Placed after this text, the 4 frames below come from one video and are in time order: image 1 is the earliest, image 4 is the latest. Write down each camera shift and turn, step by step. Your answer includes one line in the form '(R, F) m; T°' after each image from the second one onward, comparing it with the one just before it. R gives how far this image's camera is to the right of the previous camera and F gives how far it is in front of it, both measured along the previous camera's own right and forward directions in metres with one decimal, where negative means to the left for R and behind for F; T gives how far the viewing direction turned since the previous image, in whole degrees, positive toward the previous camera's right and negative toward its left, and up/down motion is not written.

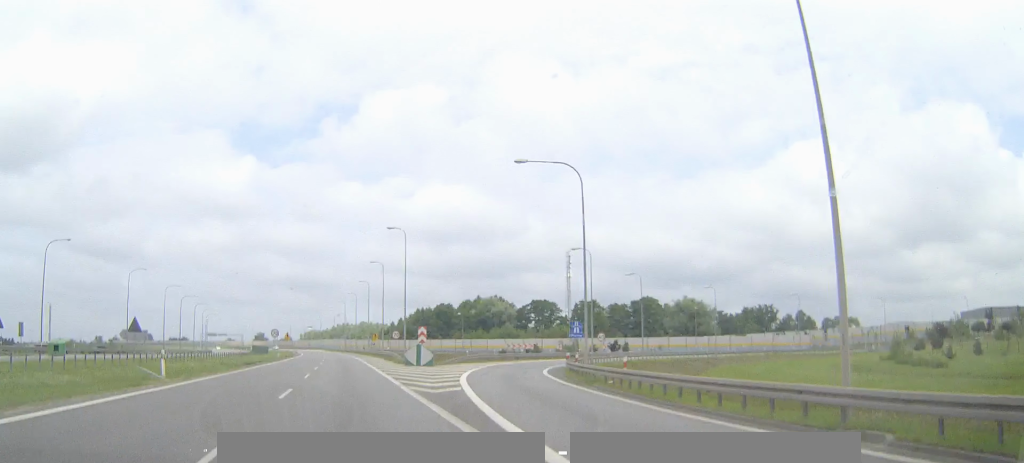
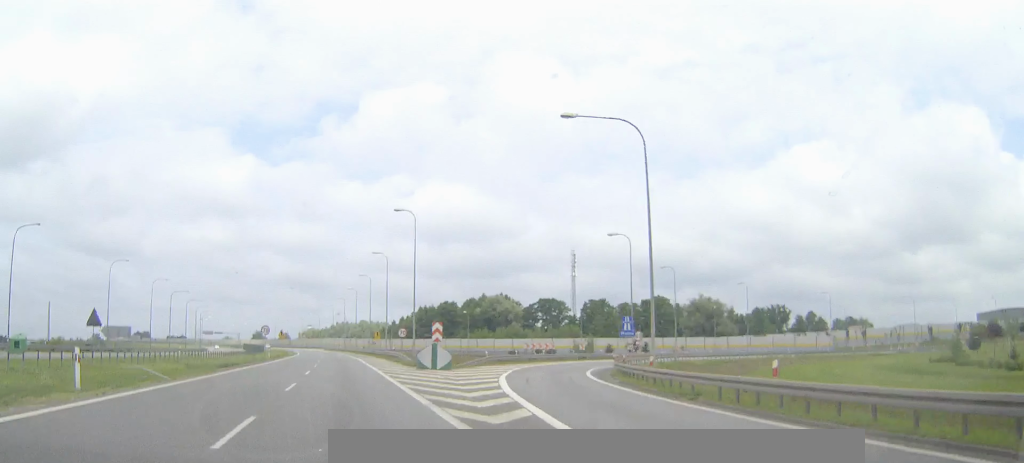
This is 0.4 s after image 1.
(0.0, +8.7) m; 0°
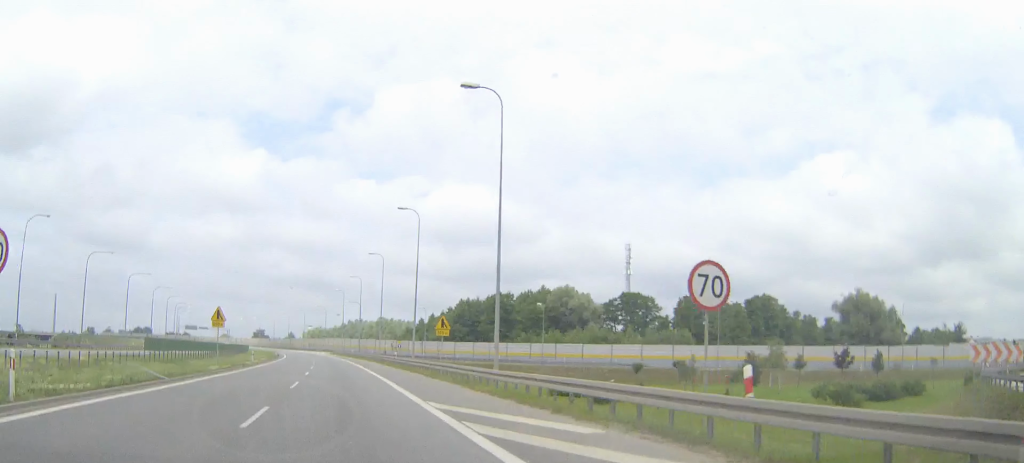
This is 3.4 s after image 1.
(-0.3, +57.4) m; -1°
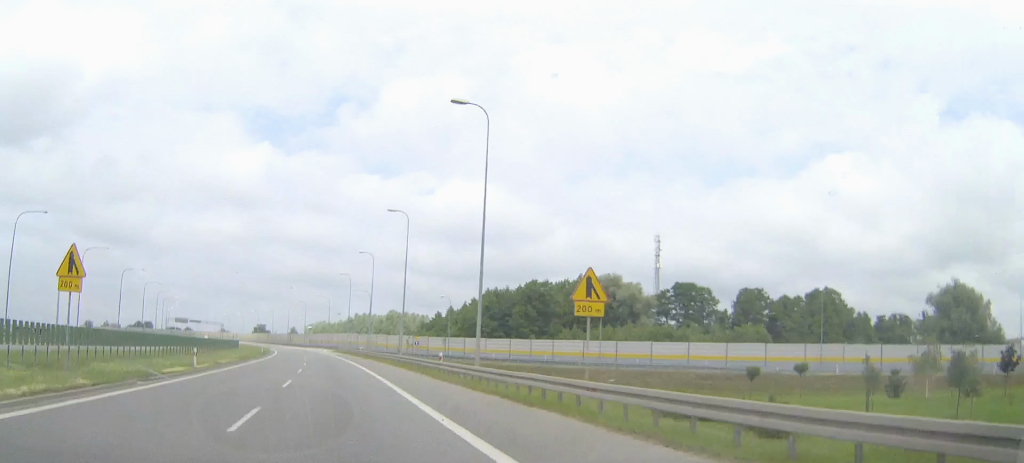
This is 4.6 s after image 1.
(-0.1, +24.7) m; 0°
